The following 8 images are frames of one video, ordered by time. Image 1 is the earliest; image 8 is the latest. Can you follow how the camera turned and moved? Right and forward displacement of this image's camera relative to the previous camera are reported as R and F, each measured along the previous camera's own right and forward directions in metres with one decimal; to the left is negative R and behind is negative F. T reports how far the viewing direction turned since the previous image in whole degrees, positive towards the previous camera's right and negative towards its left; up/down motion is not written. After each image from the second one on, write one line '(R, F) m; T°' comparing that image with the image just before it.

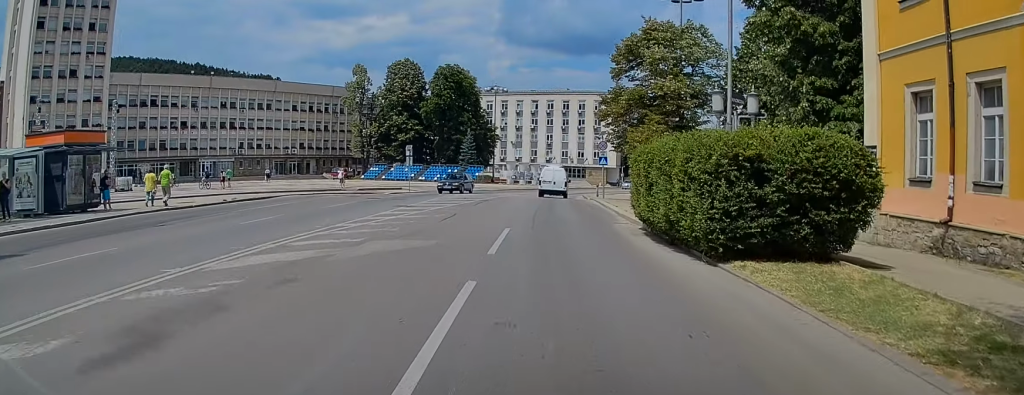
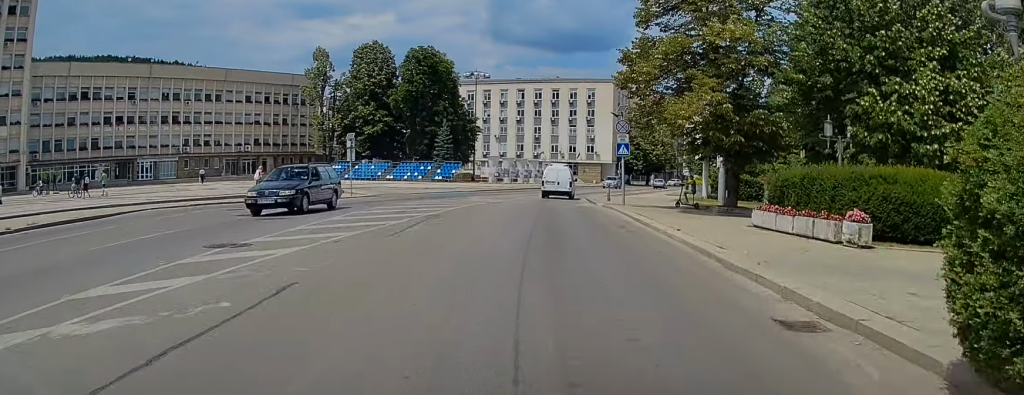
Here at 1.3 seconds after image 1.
(-0.1, +15.4) m; +1°
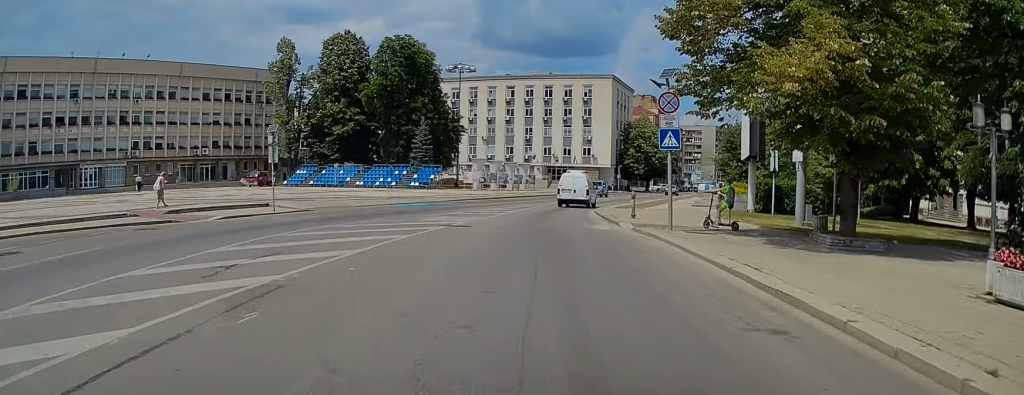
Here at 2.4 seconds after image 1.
(+0.2, +12.2) m; +2°
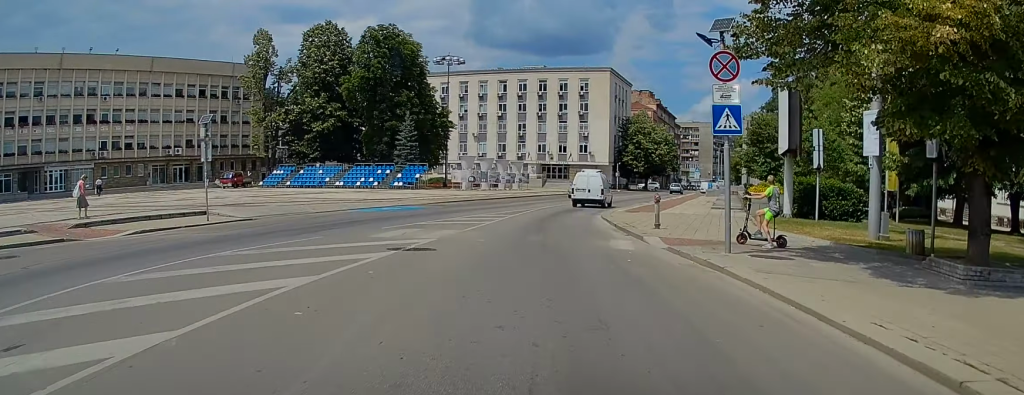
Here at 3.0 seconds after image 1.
(+0.1, +6.3) m; +1°
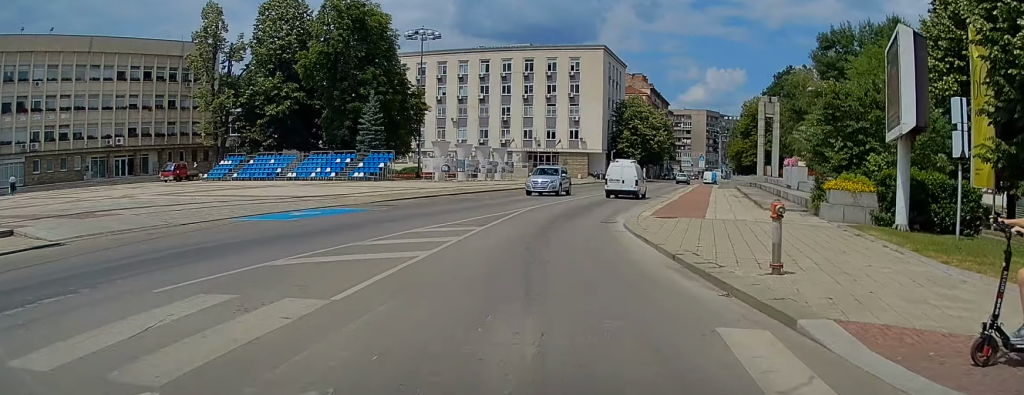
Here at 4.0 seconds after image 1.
(+0.1, +11.3) m; +1°
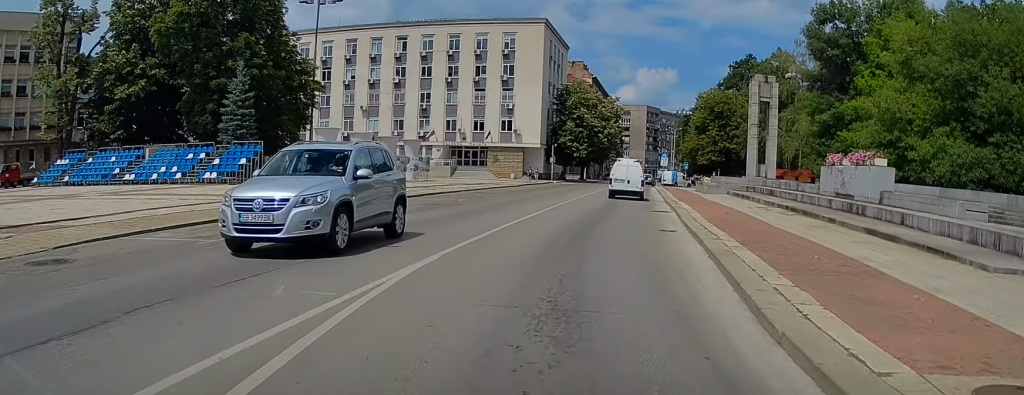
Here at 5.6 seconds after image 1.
(+0.3, +17.6) m; +4°
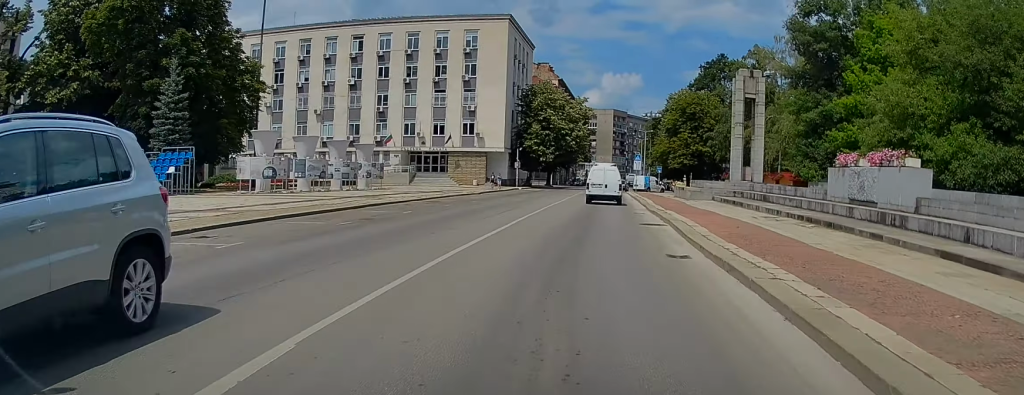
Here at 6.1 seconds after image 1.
(+0.1, +5.1) m; +2°
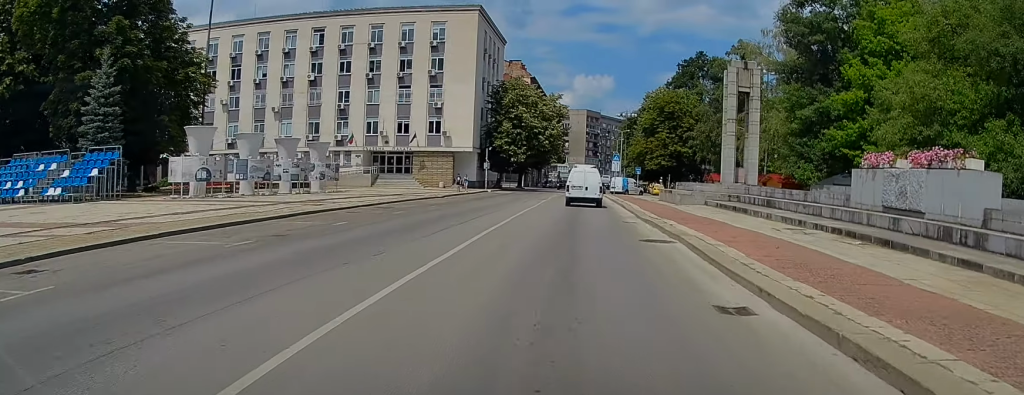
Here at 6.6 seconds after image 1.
(-0.1, +5.1) m; +2°
